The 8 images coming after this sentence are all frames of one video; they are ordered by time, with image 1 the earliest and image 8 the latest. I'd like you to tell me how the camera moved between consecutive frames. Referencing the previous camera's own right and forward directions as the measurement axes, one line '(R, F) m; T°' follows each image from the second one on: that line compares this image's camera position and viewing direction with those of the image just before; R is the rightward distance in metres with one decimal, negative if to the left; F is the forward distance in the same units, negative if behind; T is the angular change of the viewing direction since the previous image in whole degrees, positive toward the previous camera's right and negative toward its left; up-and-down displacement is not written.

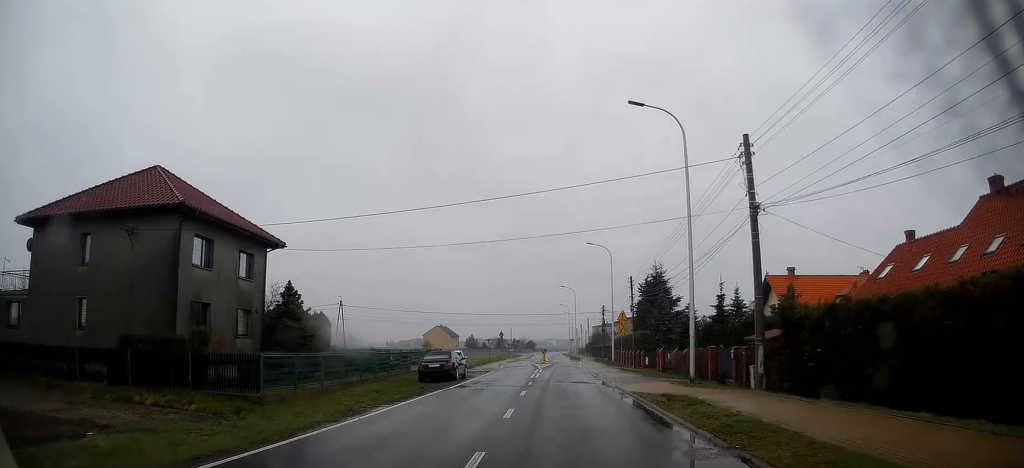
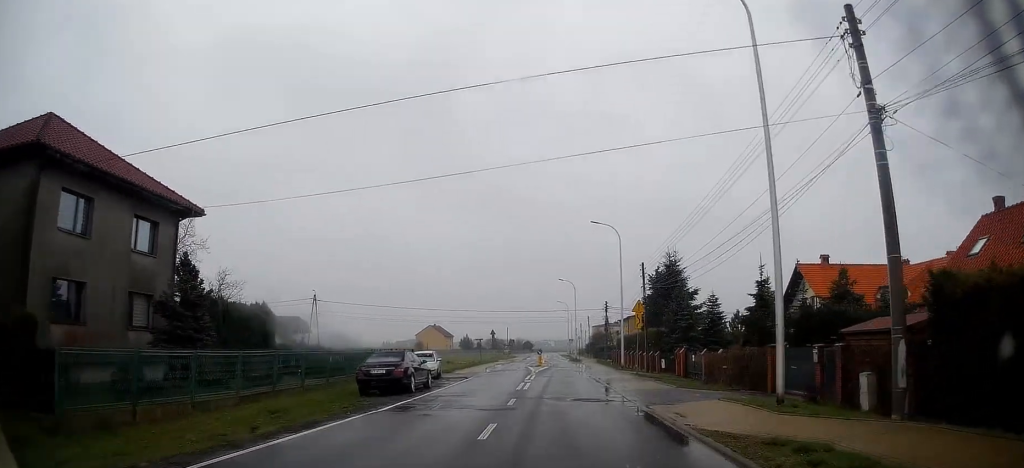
(+0.1, +8.9) m; 0°
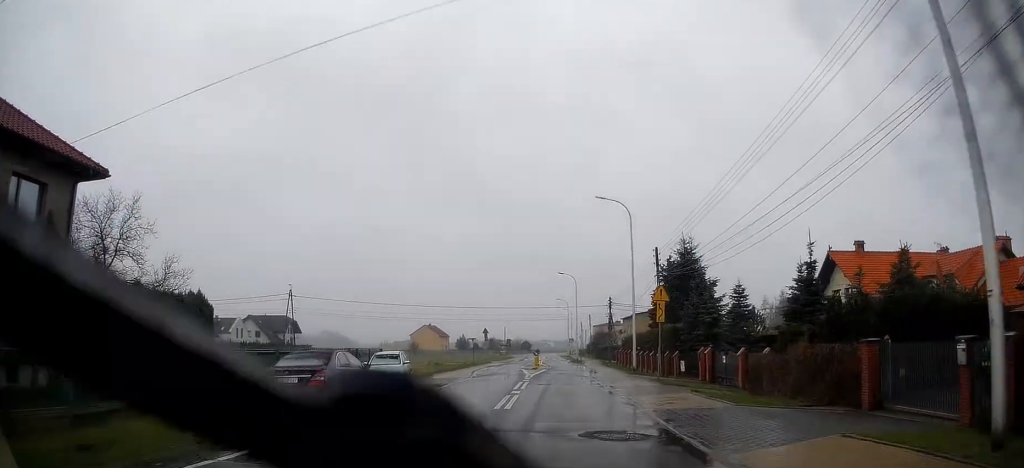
(0.0, +7.1) m; 0°
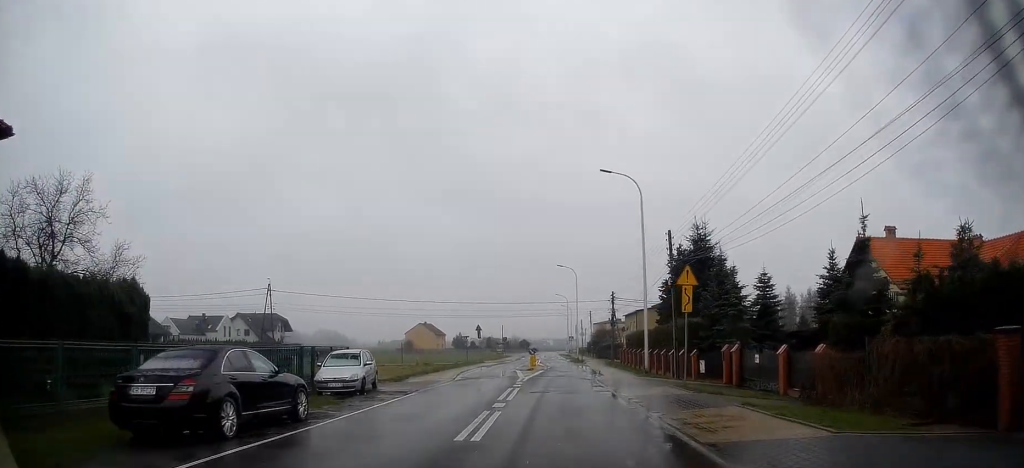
(-0.1, +5.3) m; 0°
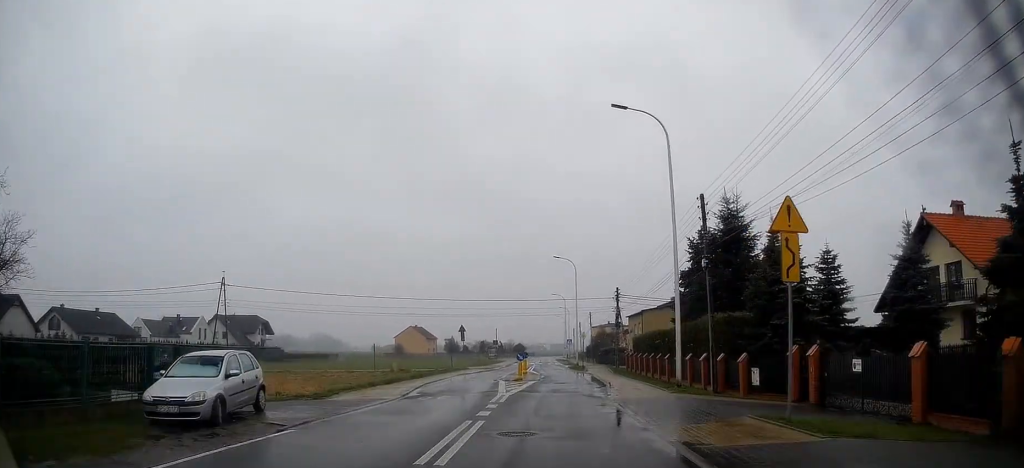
(-0.1, +9.2) m; 0°
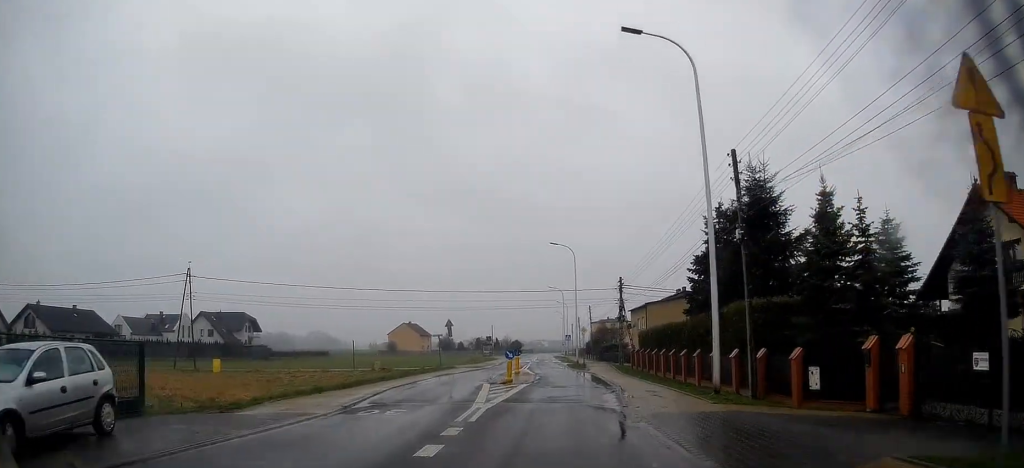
(0.0, +5.6) m; +1°
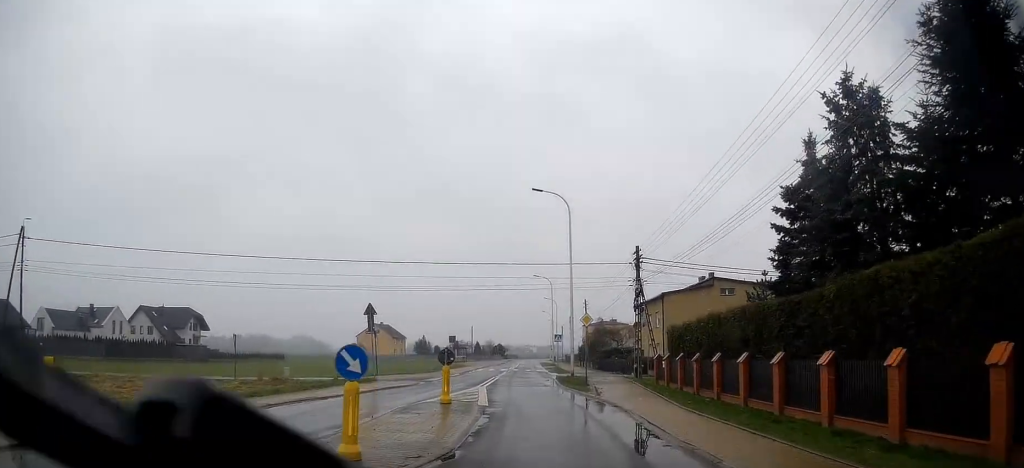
(+0.5, +18.8) m; +1°
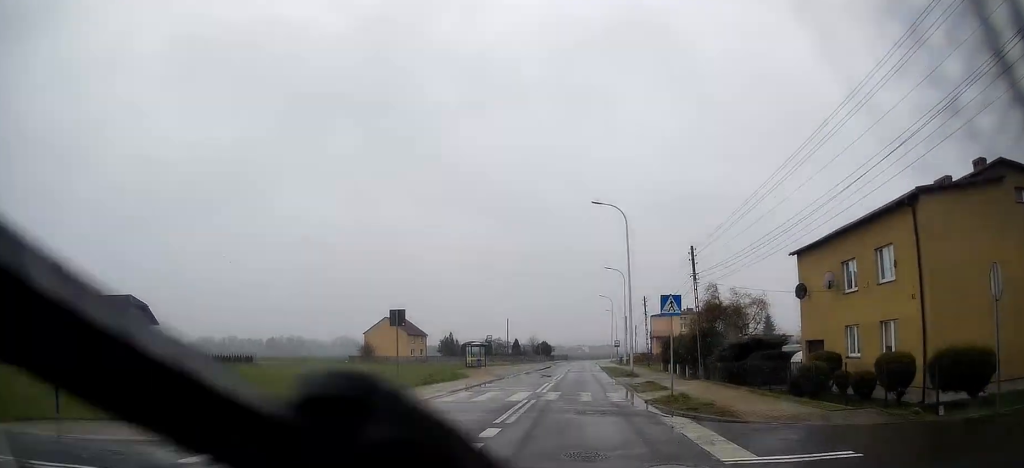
(-1.4, +34.0) m; -4°
